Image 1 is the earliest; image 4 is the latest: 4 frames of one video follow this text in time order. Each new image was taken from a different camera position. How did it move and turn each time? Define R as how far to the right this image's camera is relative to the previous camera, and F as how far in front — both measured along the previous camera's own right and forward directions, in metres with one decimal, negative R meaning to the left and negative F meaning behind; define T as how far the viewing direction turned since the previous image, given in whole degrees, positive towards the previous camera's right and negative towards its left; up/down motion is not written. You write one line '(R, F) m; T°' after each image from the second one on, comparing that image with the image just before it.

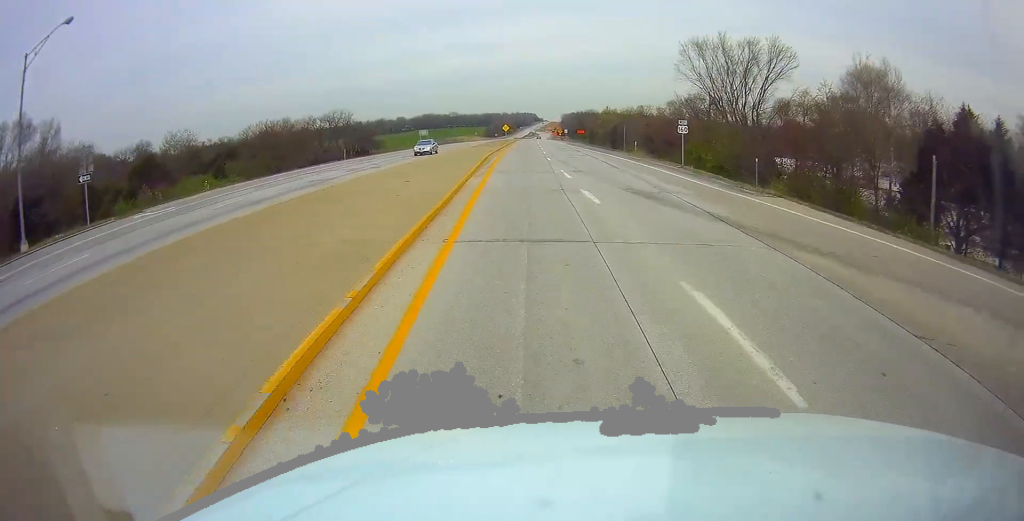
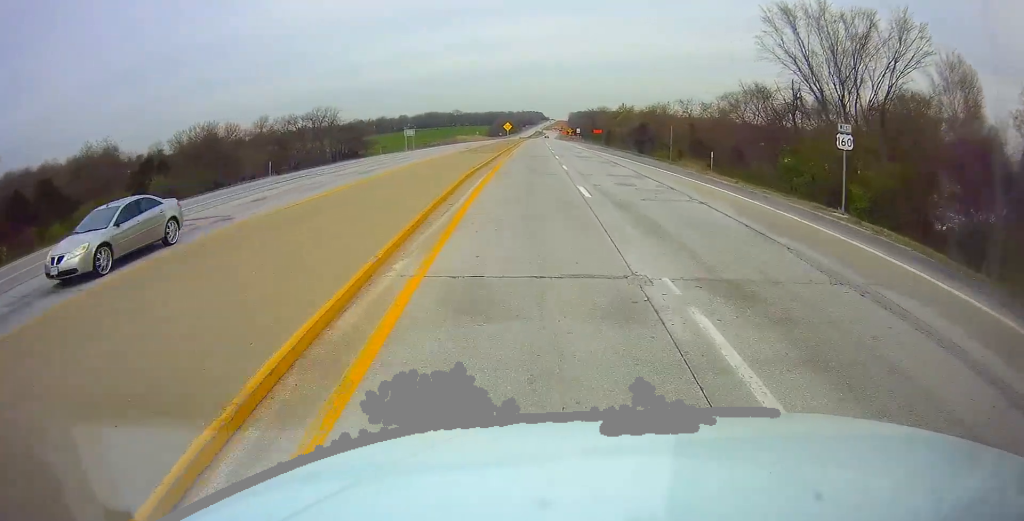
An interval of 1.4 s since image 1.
(-0.7, +21.2) m; 0°
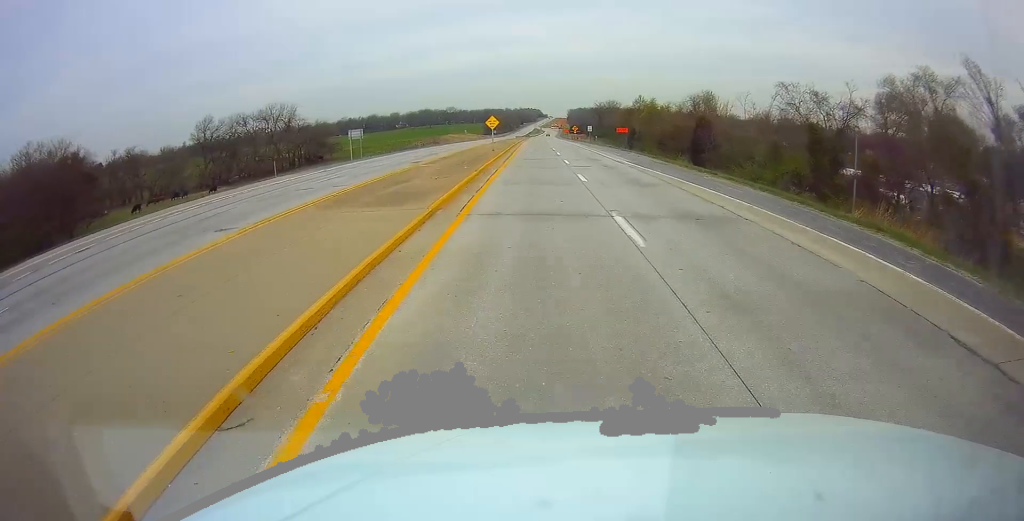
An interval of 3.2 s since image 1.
(+0.7, +31.5) m; 0°
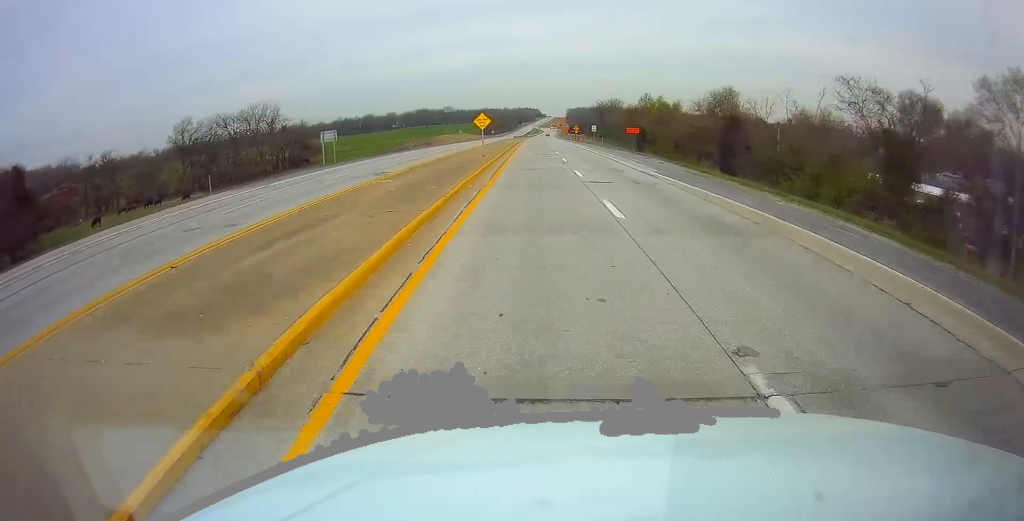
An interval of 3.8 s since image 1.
(-0.1, +9.8) m; 0°
